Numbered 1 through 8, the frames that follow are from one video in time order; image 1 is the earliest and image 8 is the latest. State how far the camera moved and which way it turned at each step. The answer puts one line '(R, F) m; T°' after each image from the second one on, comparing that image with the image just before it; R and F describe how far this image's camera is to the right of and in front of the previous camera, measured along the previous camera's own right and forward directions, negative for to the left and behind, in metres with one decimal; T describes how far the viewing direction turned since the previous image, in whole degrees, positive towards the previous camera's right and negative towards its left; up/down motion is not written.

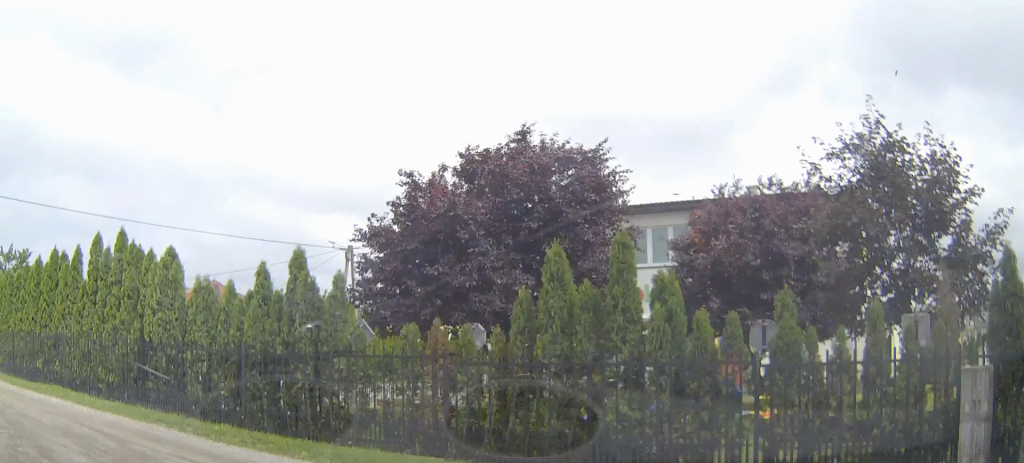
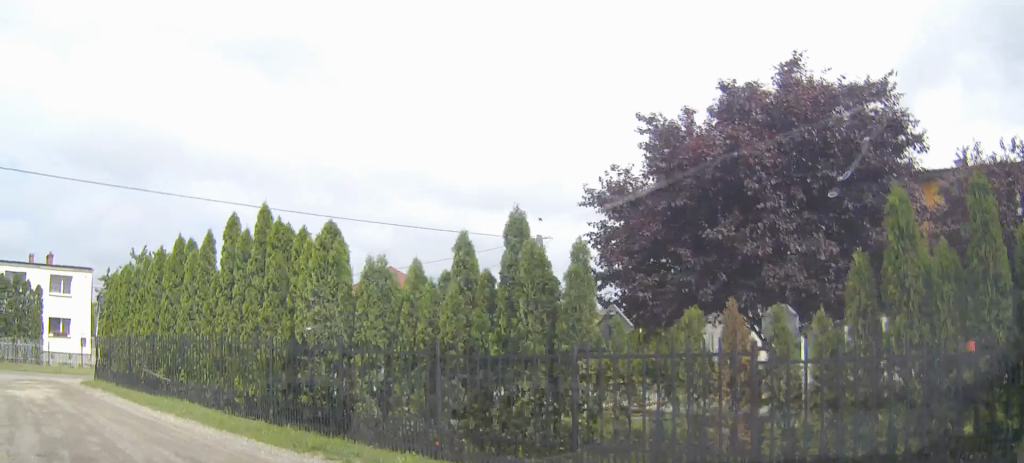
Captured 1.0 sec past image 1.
(-0.3, +2.9) m; -13°
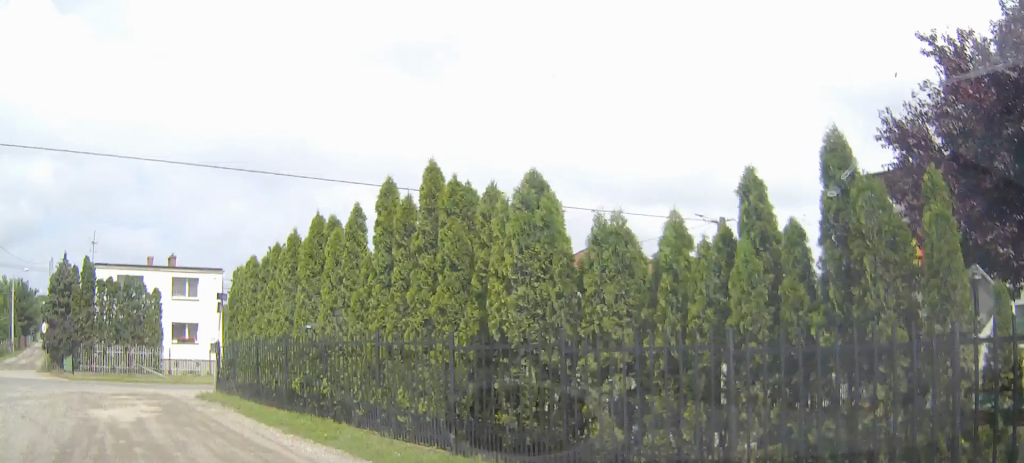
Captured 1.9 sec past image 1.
(-0.3, +2.9) m; -11°
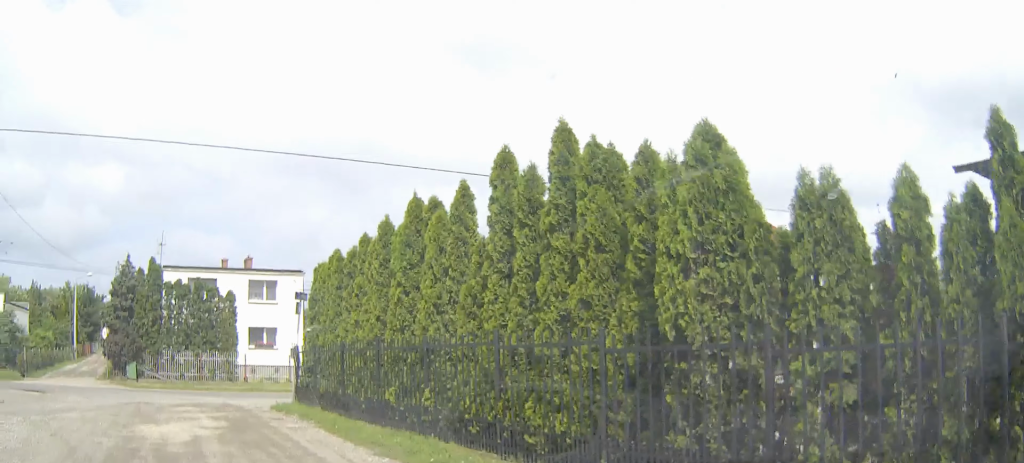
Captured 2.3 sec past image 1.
(-0.1, +1.7) m; -5°
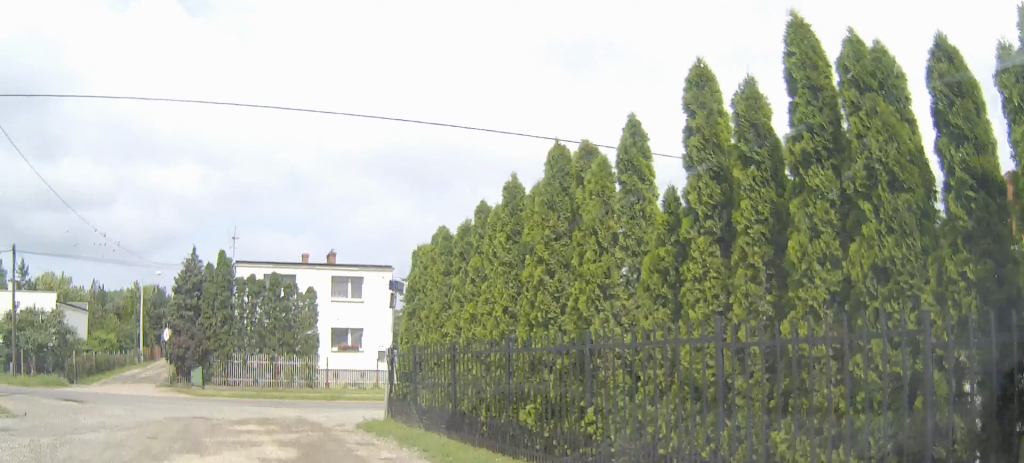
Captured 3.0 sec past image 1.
(-0.2, +2.8) m; -5°
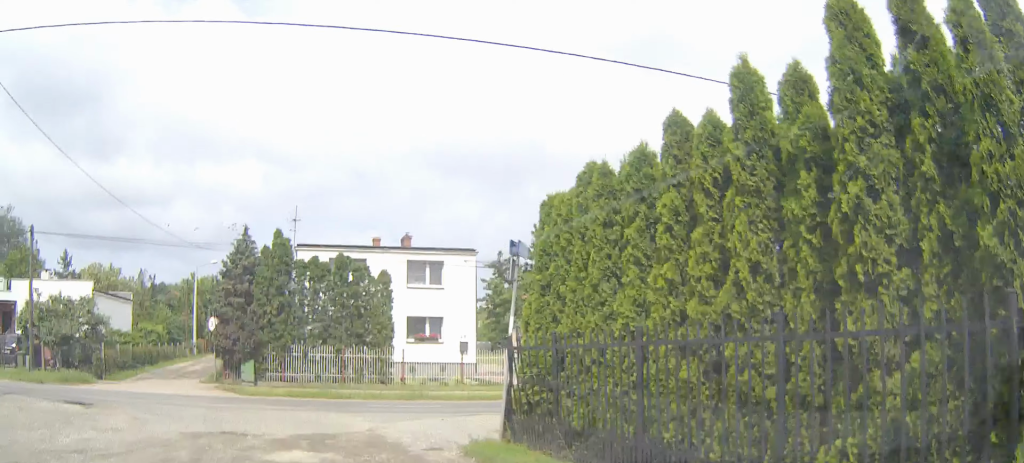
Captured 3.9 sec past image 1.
(-0.2, +4.2) m; -2°
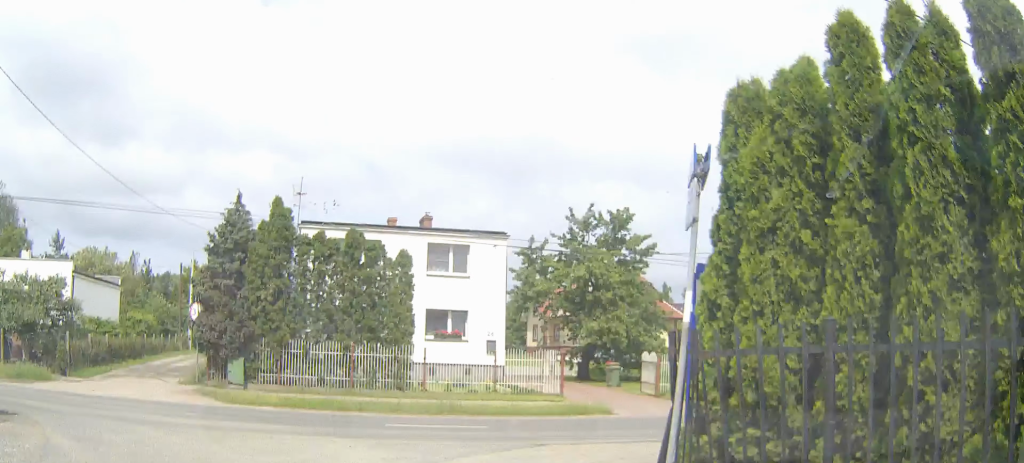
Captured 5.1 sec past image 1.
(0.0, +5.5) m; -1°
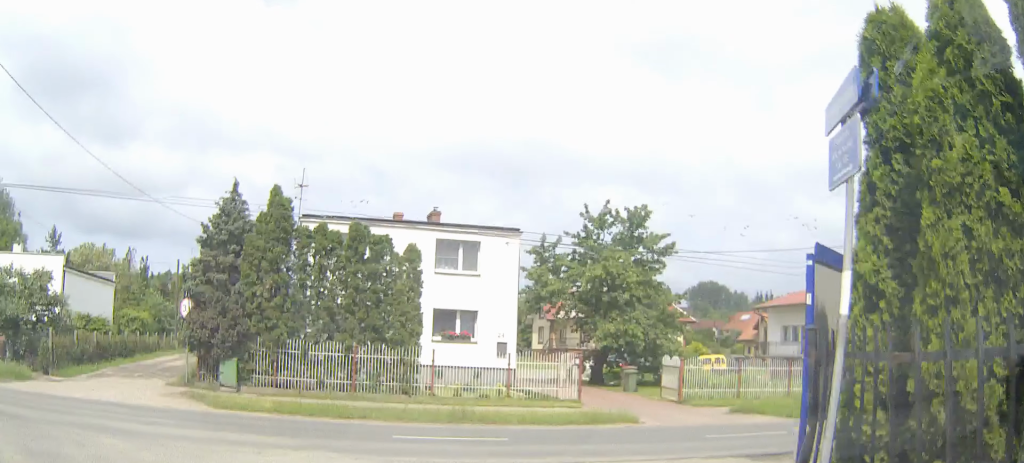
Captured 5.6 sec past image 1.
(0.0, +2.5) m; -1°
